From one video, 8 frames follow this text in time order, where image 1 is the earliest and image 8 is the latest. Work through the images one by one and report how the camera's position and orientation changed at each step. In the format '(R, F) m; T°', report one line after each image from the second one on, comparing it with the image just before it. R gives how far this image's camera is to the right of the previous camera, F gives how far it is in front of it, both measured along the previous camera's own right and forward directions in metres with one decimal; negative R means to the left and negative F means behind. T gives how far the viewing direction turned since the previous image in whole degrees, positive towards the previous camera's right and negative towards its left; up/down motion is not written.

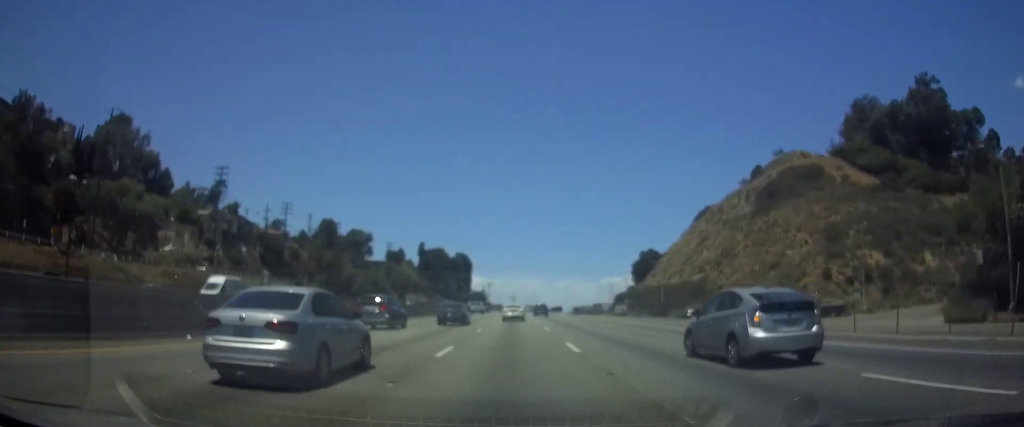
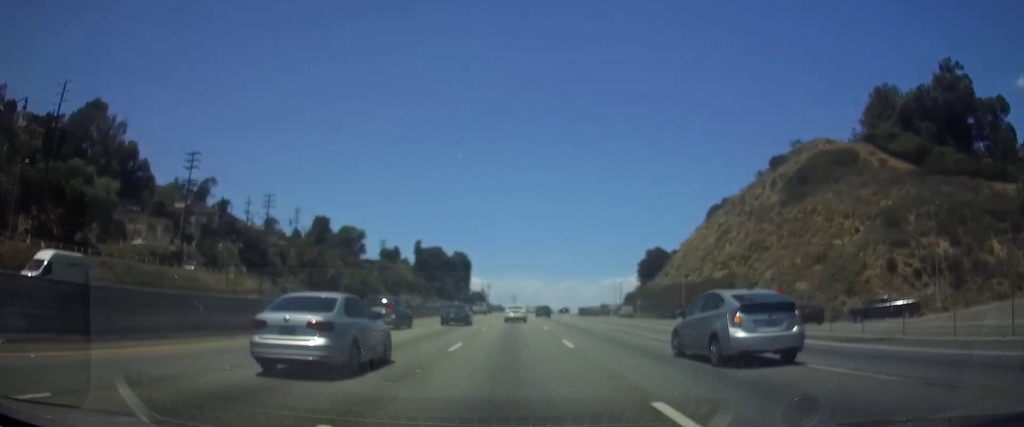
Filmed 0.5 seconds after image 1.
(0.0, +12.3) m; 0°
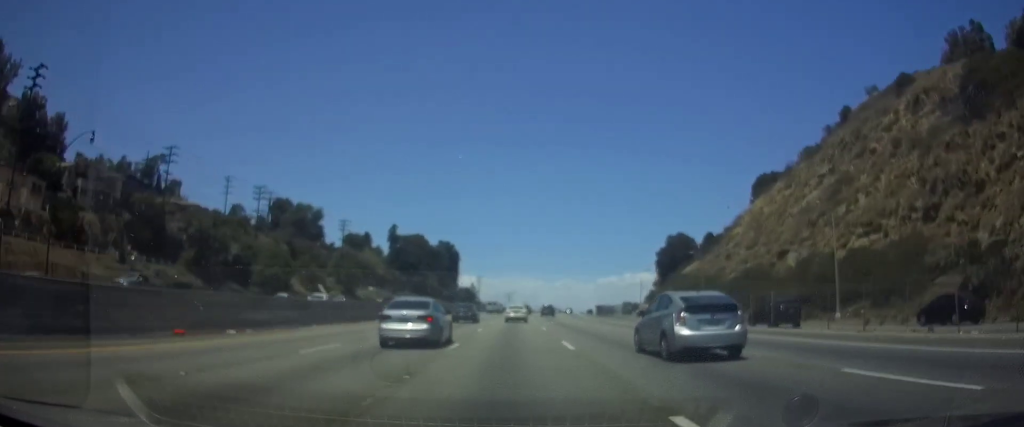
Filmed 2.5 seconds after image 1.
(0.0, +45.1) m; 0°
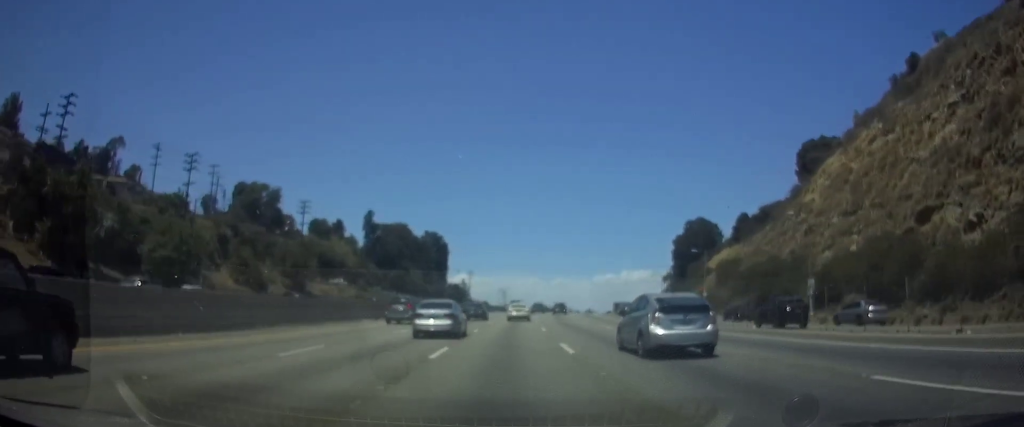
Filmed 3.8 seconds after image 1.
(+0.2, +30.7) m; +1°
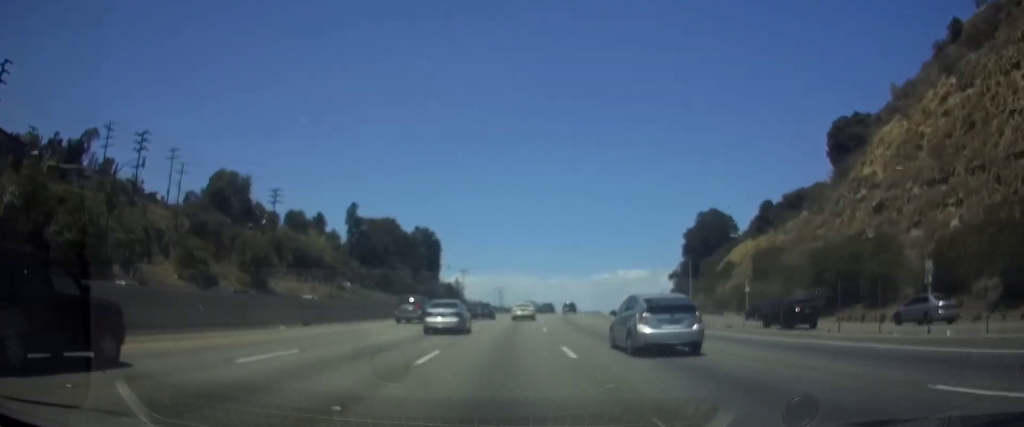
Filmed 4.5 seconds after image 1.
(+0.1, +16.6) m; 0°
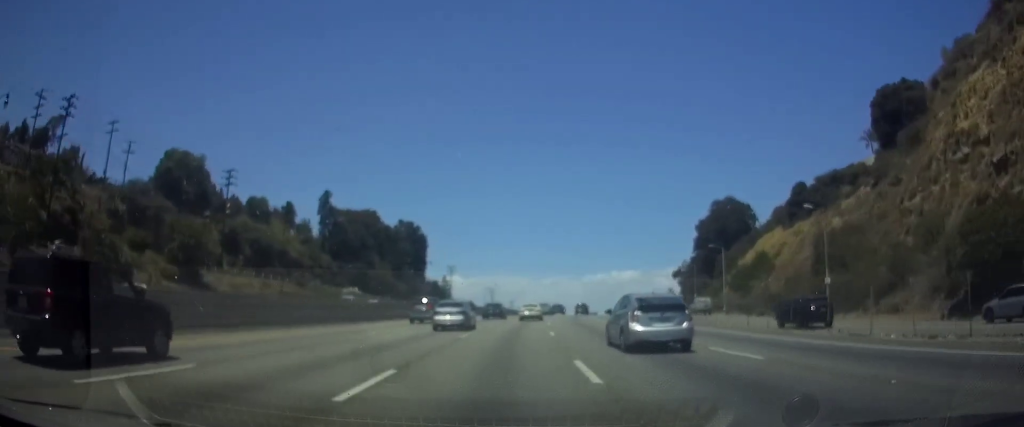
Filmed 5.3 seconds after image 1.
(-0.1, +19.8) m; 0°
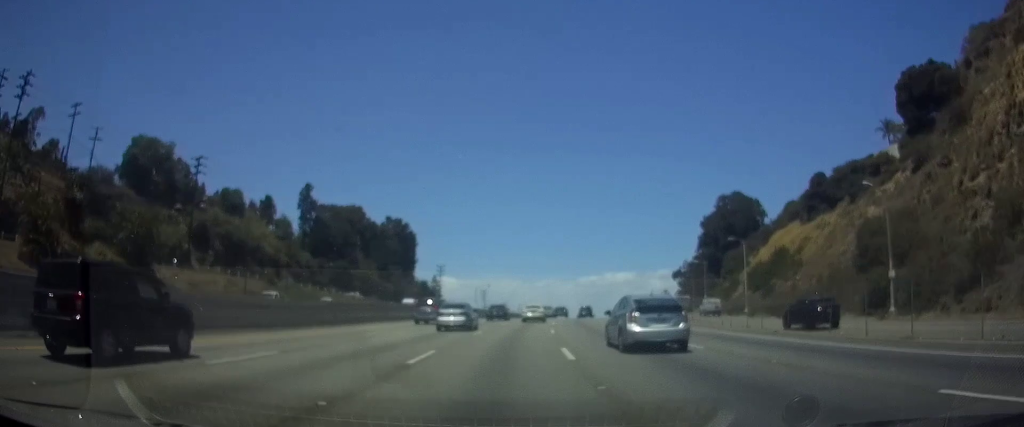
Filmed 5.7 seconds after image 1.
(+0.1, +10.3) m; +1°
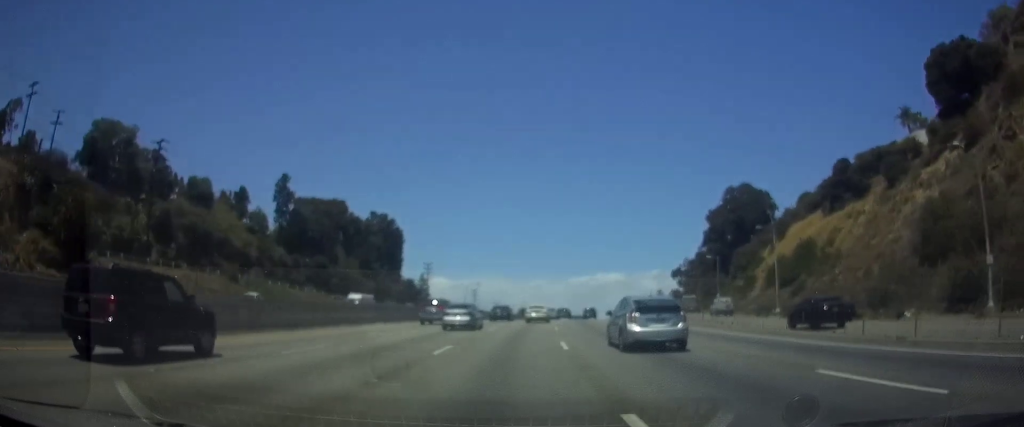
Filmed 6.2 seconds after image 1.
(0.0, +11.1) m; +1°
